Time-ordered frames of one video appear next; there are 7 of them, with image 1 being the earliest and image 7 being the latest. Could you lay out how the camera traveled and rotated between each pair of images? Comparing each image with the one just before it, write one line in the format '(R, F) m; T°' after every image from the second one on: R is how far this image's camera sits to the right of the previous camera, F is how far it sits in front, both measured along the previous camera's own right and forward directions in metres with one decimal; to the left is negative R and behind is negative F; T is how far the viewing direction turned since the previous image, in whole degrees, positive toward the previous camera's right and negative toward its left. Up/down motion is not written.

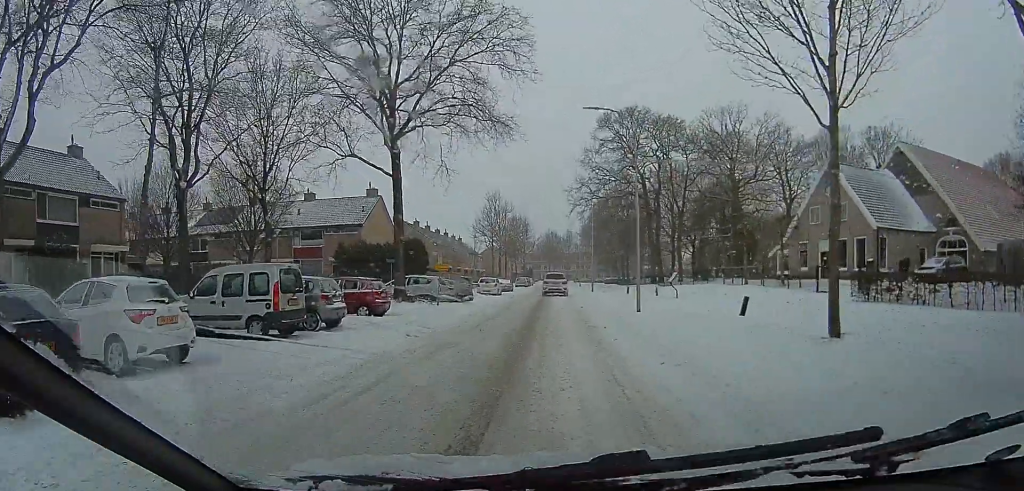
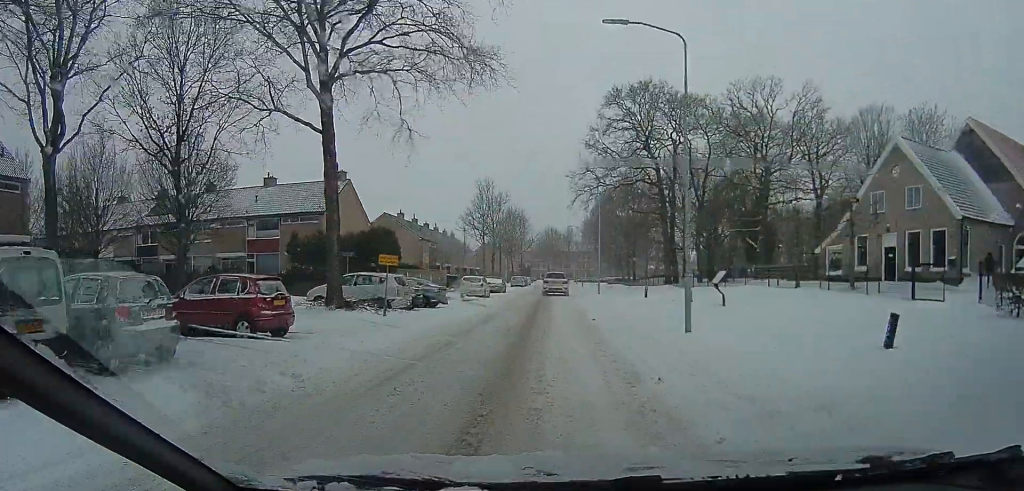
(0.0, +7.0) m; 0°
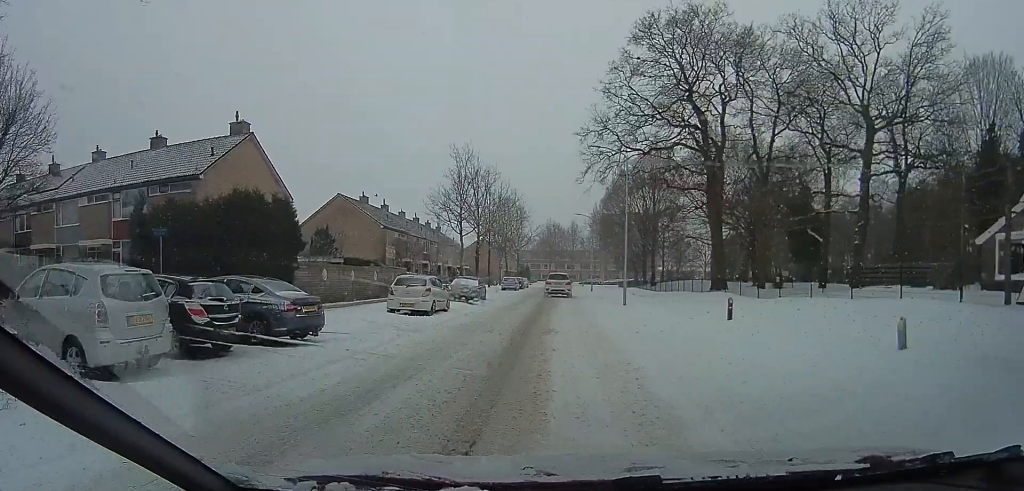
(-0.2, +13.5) m; -2°
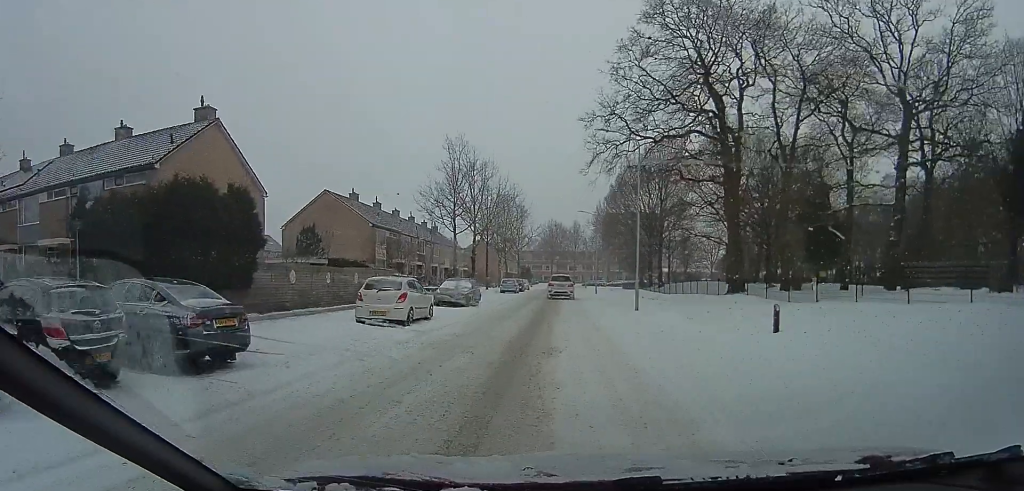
(0.0, +3.0) m; 0°
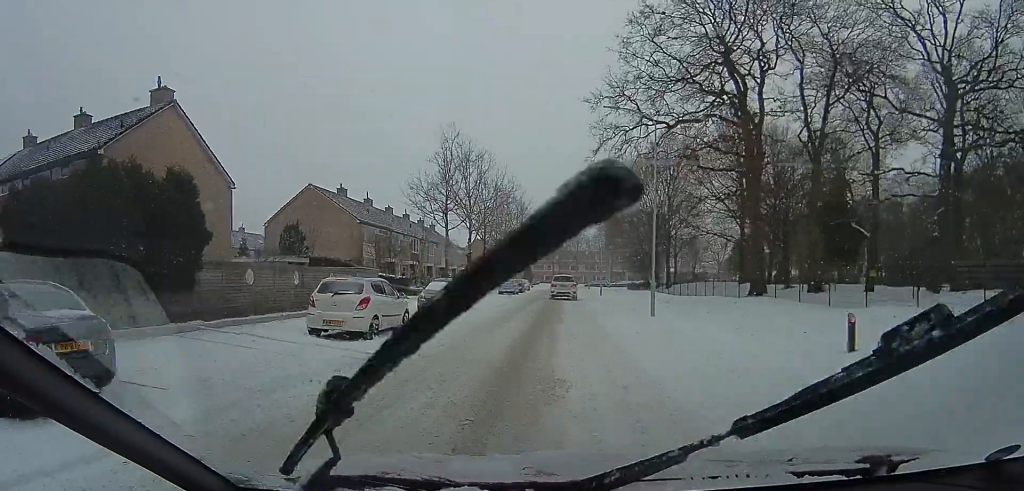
(0.0, +3.0) m; +1°
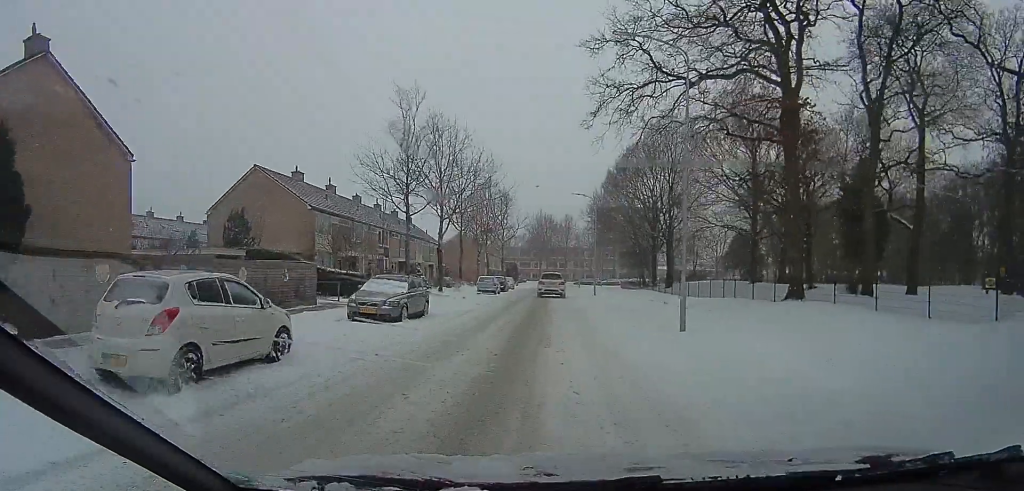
(+0.2, +6.0) m; +2°
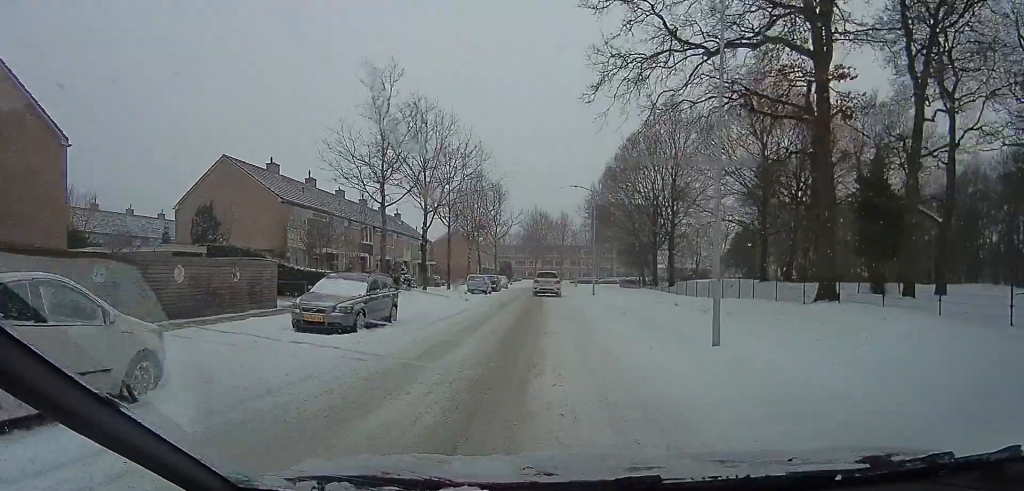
(0.0, +3.1) m; +1°
